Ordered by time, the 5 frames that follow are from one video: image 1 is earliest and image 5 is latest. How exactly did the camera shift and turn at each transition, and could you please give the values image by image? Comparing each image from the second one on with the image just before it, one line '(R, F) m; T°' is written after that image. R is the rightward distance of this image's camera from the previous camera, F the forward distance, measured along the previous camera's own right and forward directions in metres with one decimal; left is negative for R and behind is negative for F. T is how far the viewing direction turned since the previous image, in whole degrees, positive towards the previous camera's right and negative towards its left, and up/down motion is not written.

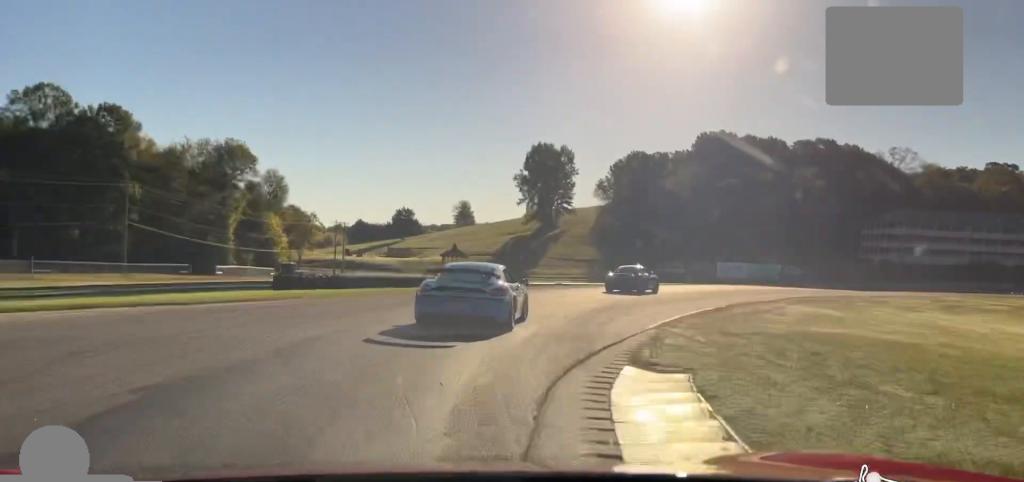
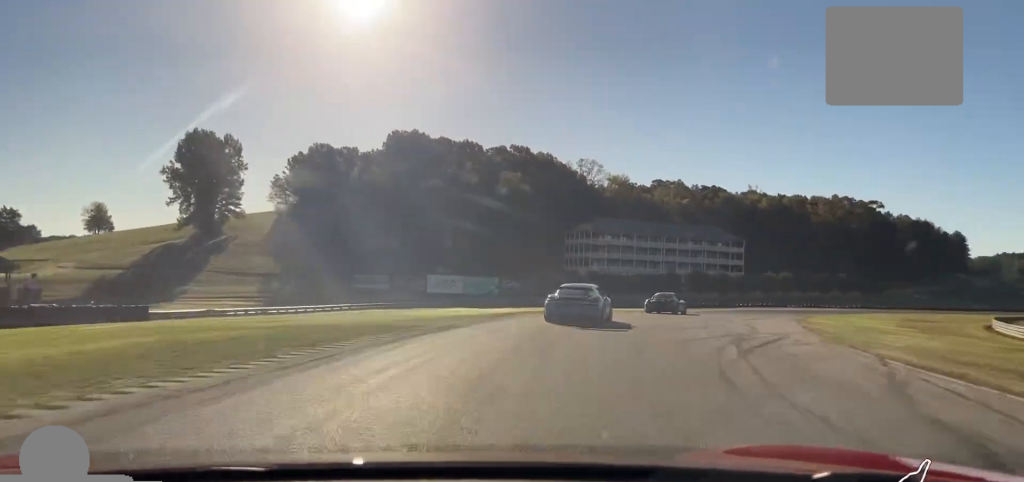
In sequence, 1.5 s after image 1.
(+16.0, +30.0) m; +38°
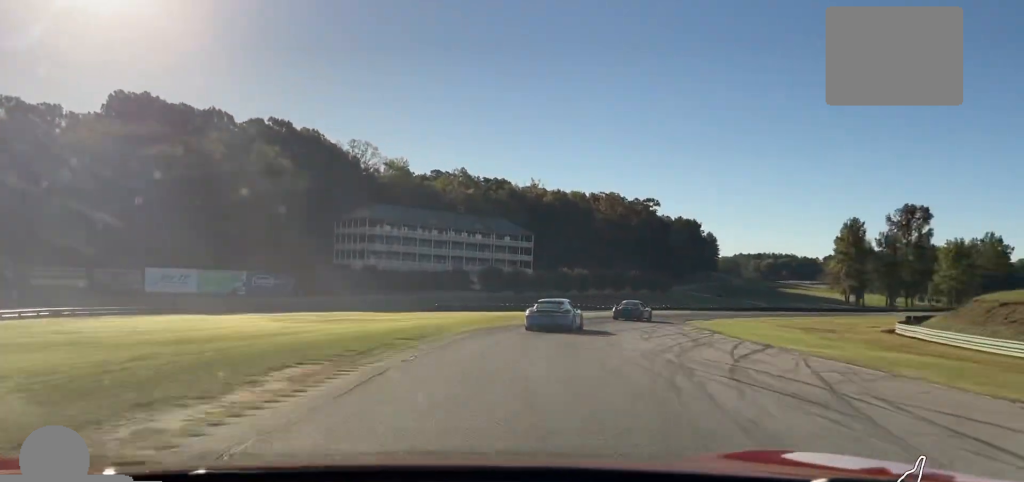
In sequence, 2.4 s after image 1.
(+2.4, +22.5) m; +9°
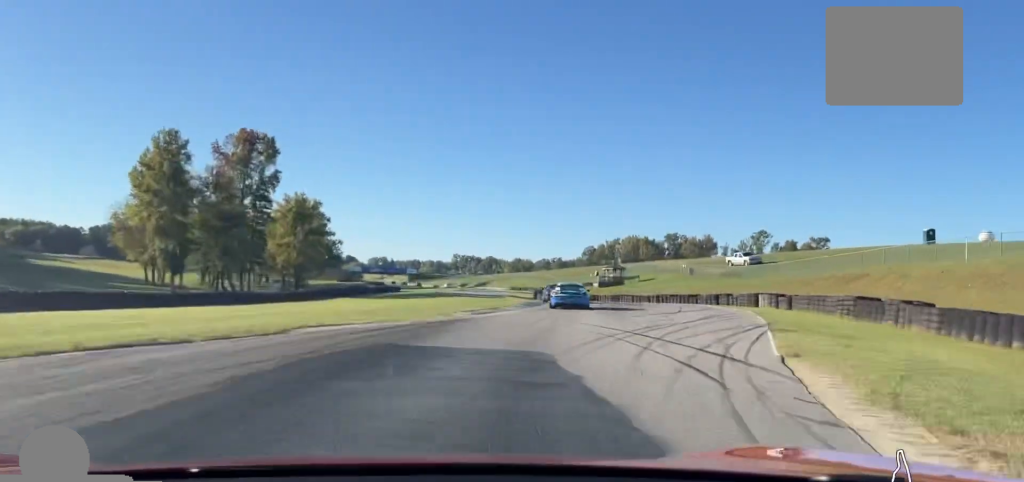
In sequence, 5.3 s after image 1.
(+20.5, +77.9) m; +41°
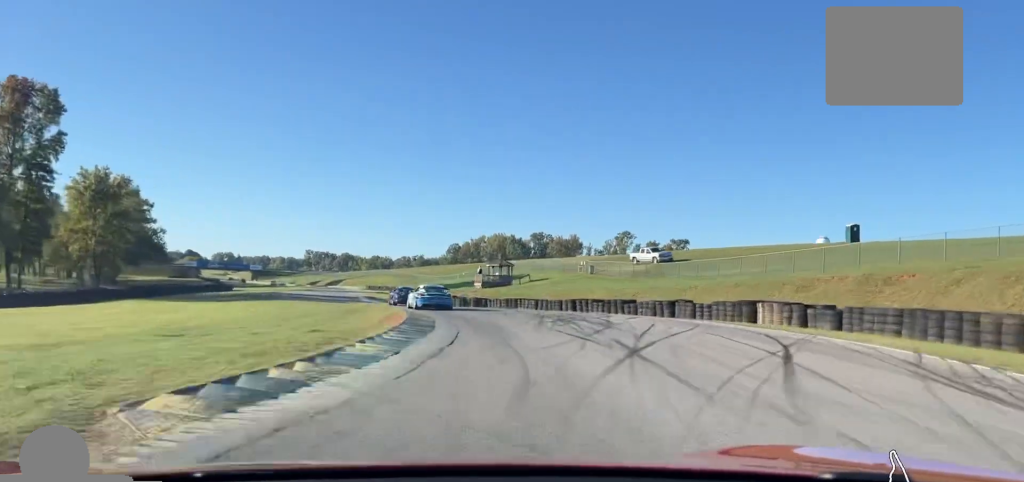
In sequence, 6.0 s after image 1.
(+2.3, +20.8) m; +14°
